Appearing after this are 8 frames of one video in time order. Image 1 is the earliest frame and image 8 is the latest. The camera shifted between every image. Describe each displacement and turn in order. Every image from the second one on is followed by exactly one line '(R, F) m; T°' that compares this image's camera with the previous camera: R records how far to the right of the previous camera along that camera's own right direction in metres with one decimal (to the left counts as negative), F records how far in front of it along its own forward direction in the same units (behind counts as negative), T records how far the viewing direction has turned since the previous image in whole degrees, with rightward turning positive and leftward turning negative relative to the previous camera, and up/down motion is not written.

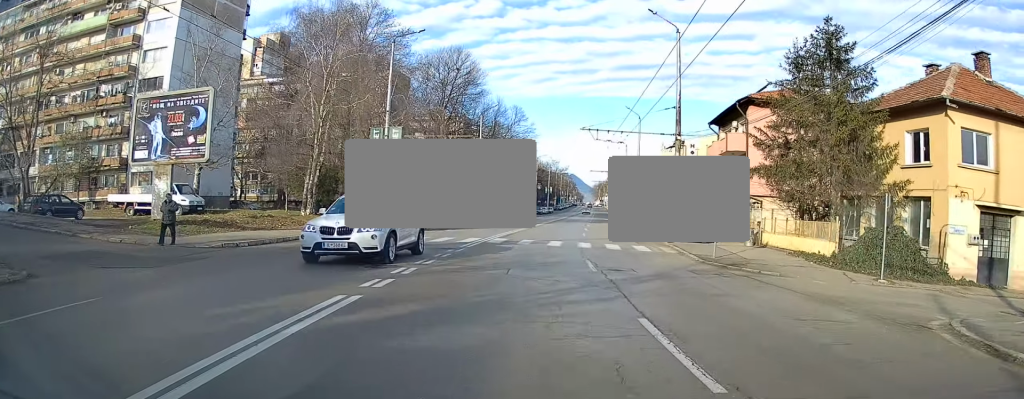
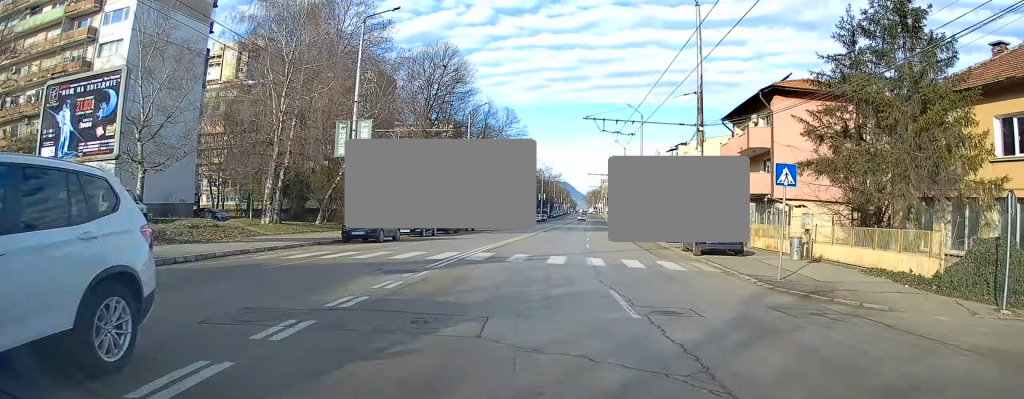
(-0.1, +5.8) m; +1°
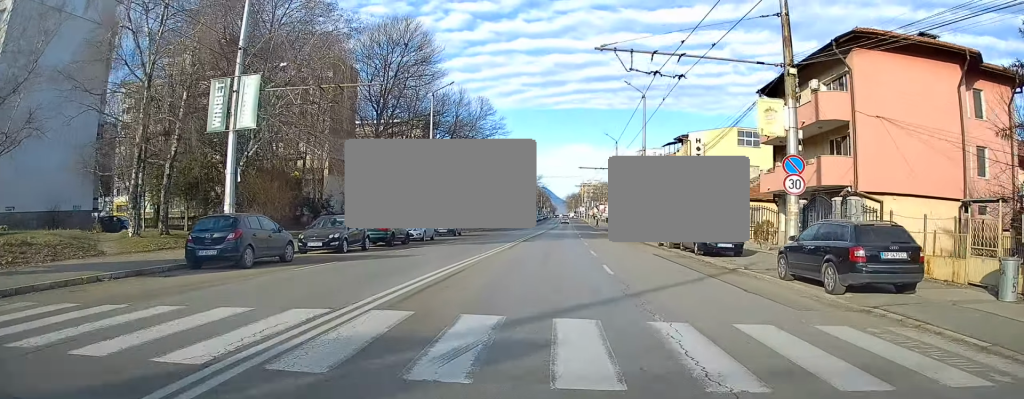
(+0.4, +12.1) m; +2°
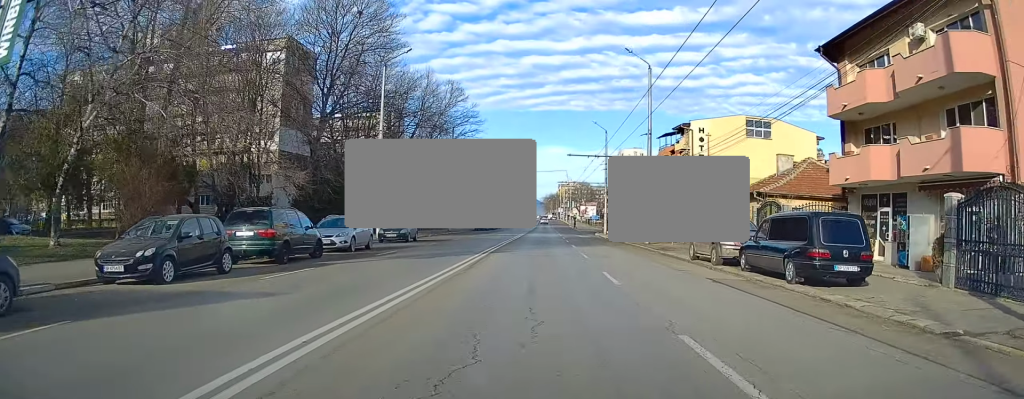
(+0.2, +10.5) m; +1°
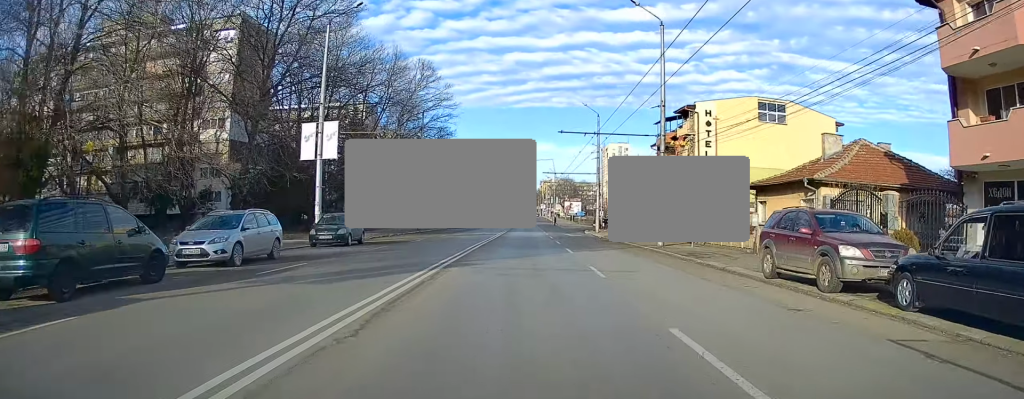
(0.0, +8.5) m; 0°
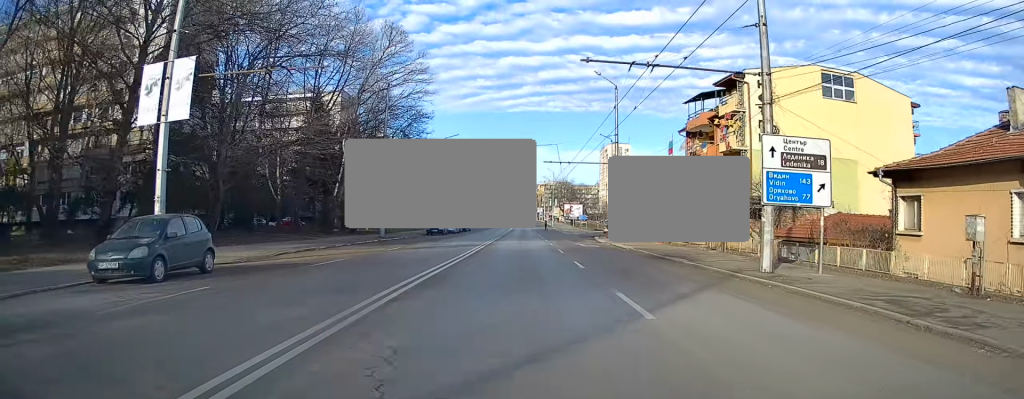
(0.0, +14.0) m; 0°
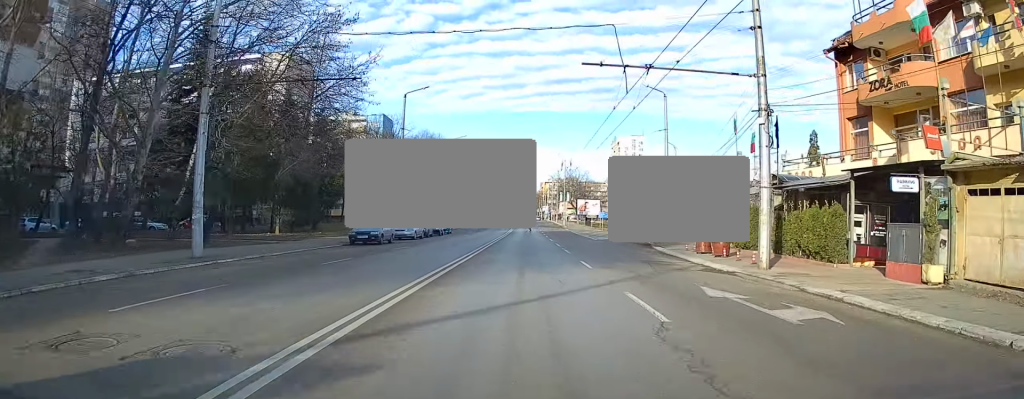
(-0.2, +26.9) m; 0°
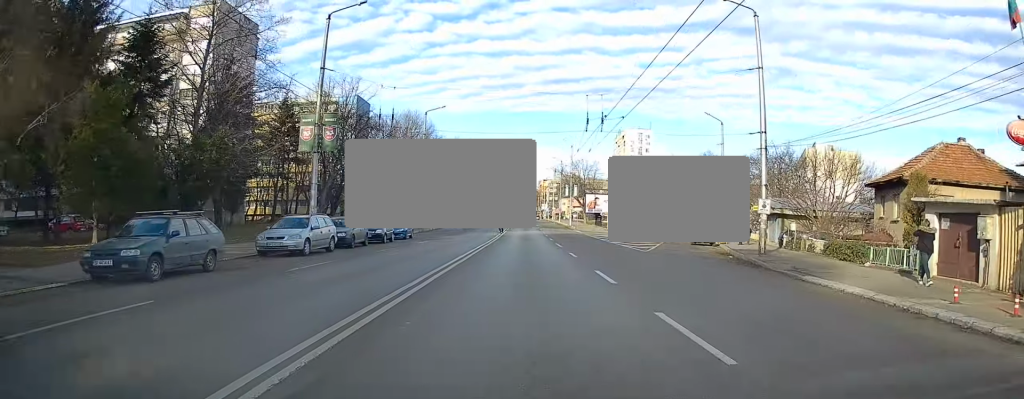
(+0.2, +20.5) m; +1°
